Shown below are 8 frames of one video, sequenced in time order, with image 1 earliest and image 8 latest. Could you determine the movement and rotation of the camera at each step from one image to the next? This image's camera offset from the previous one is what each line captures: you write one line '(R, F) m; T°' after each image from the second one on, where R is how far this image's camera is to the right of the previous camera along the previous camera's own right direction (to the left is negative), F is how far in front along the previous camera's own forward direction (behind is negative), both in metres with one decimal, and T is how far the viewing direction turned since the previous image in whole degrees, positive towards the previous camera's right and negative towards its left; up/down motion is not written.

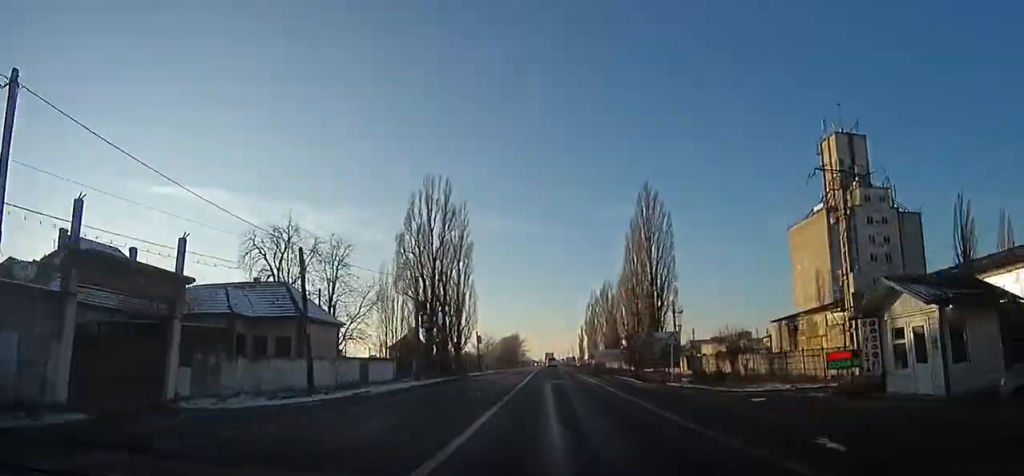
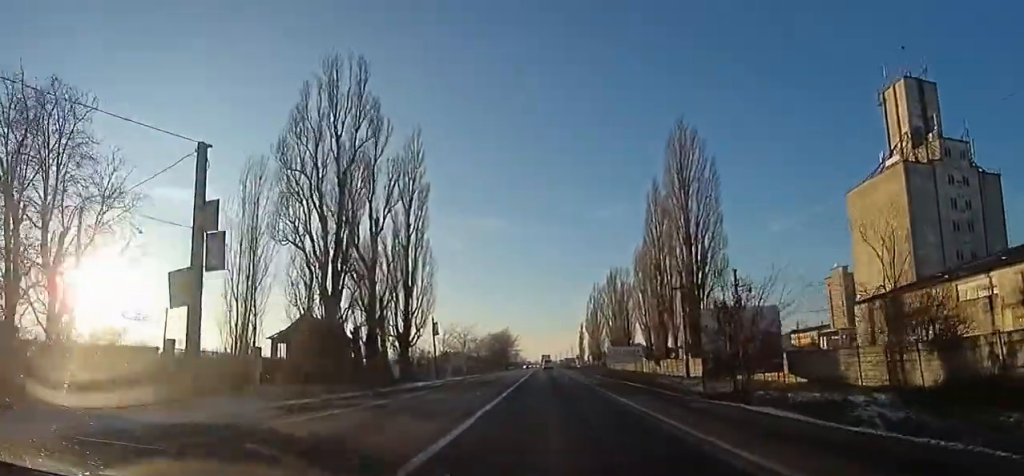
(-0.8, +27.3) m; -2°
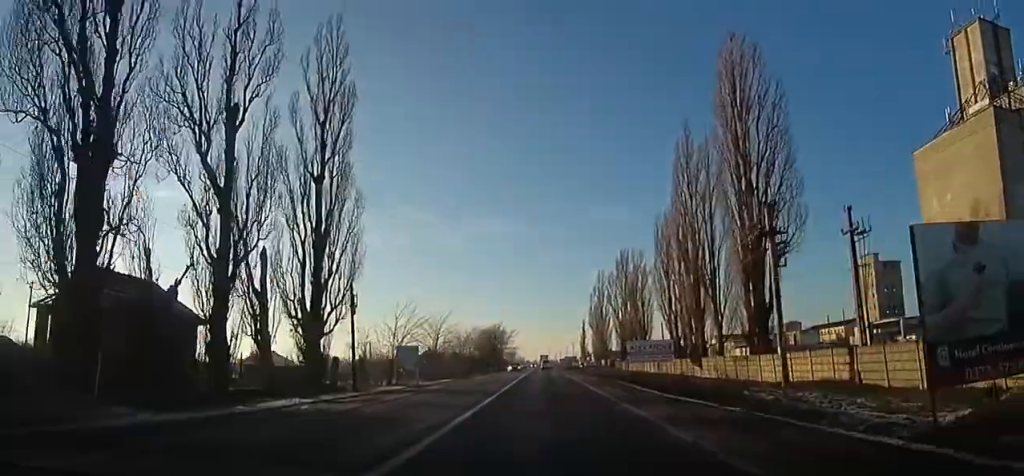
(0.0, +20.2) m; 0°
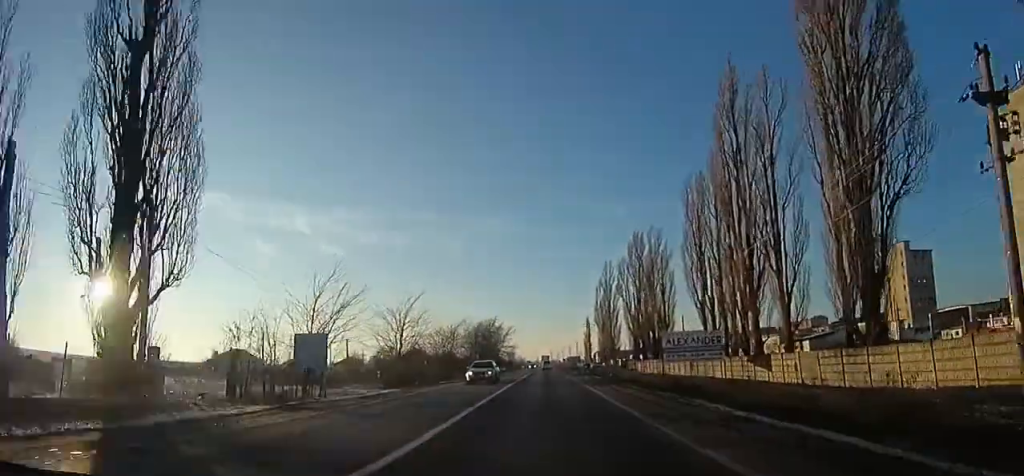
(0.0, +16.1) m; 0°
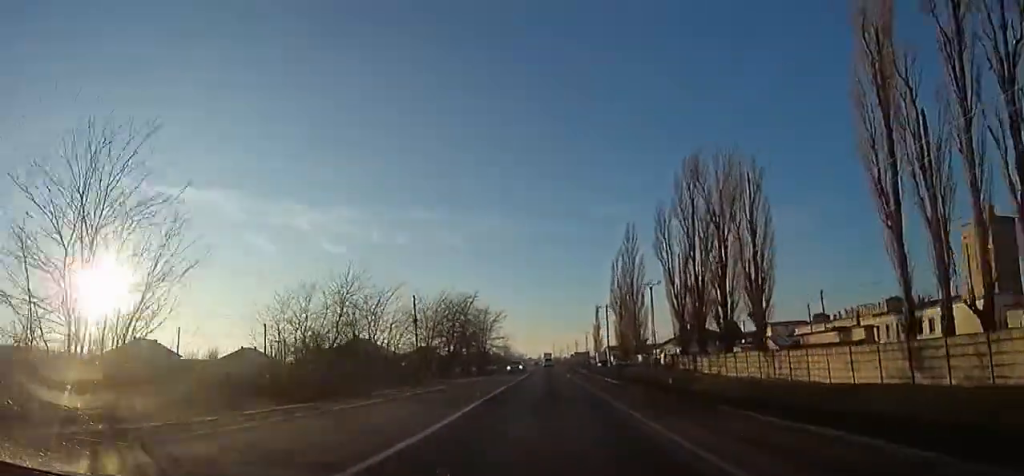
(+0.1, +35.4) m; +1°
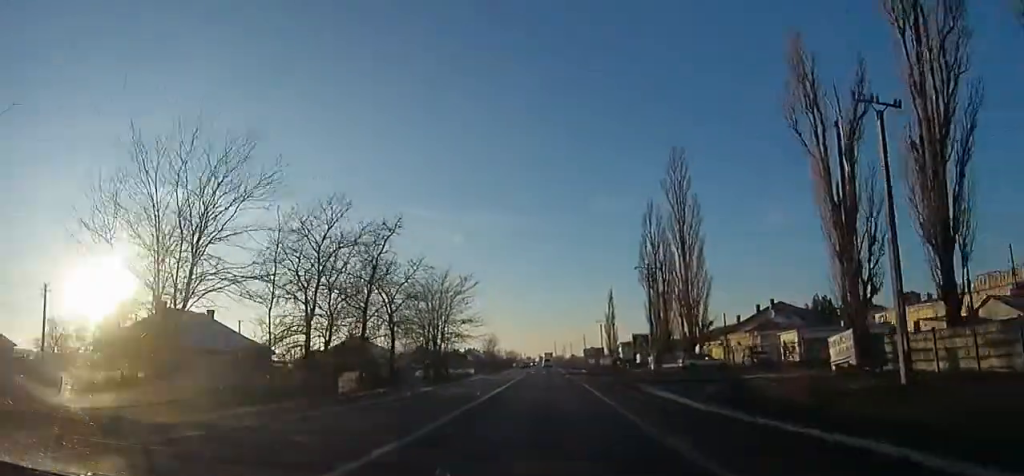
(+0.7, +41.5) m; -1°
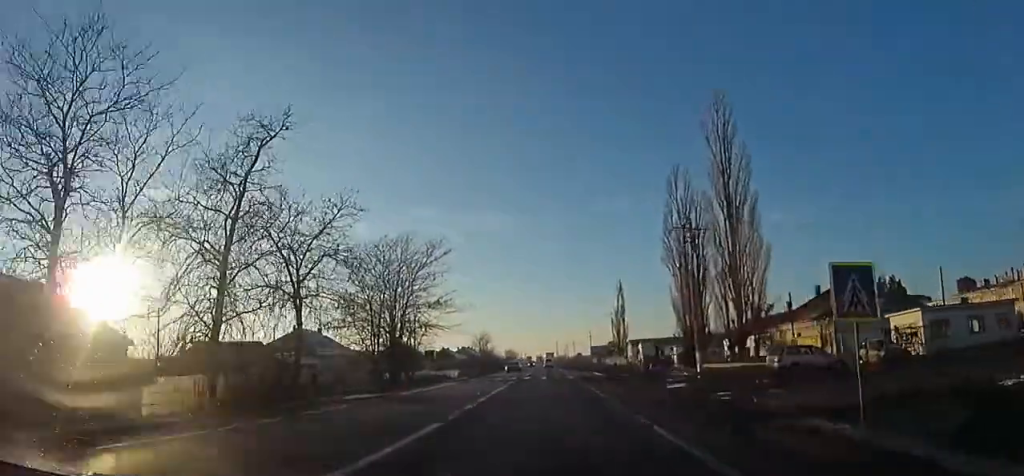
(-0.5, +17.6) m; -1°
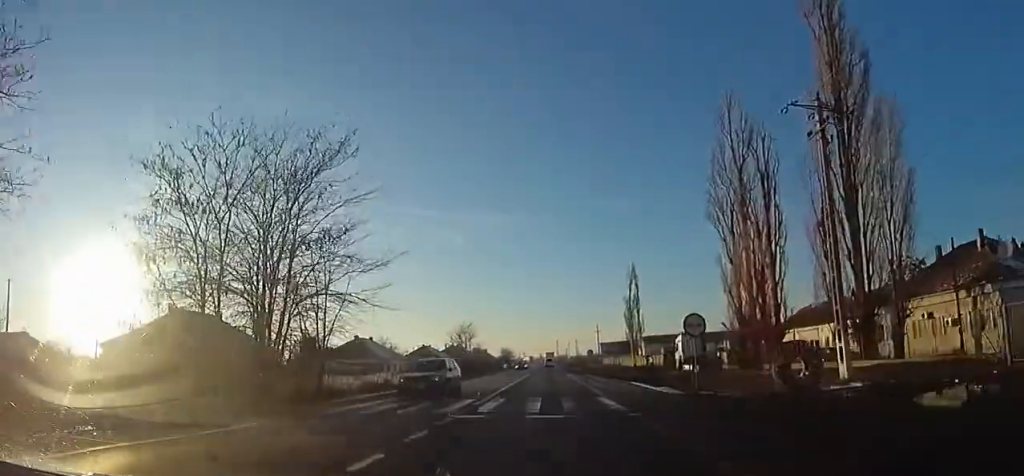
(-0.3, +21.2) m; 0°
